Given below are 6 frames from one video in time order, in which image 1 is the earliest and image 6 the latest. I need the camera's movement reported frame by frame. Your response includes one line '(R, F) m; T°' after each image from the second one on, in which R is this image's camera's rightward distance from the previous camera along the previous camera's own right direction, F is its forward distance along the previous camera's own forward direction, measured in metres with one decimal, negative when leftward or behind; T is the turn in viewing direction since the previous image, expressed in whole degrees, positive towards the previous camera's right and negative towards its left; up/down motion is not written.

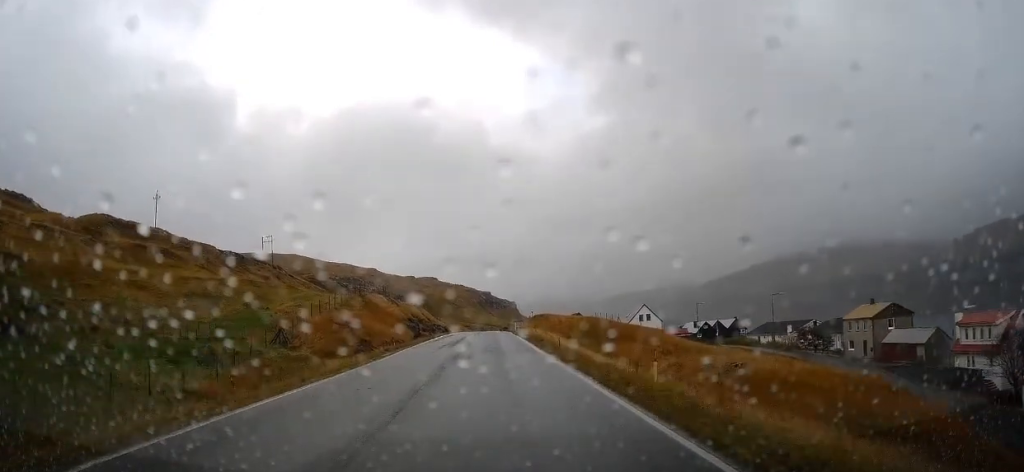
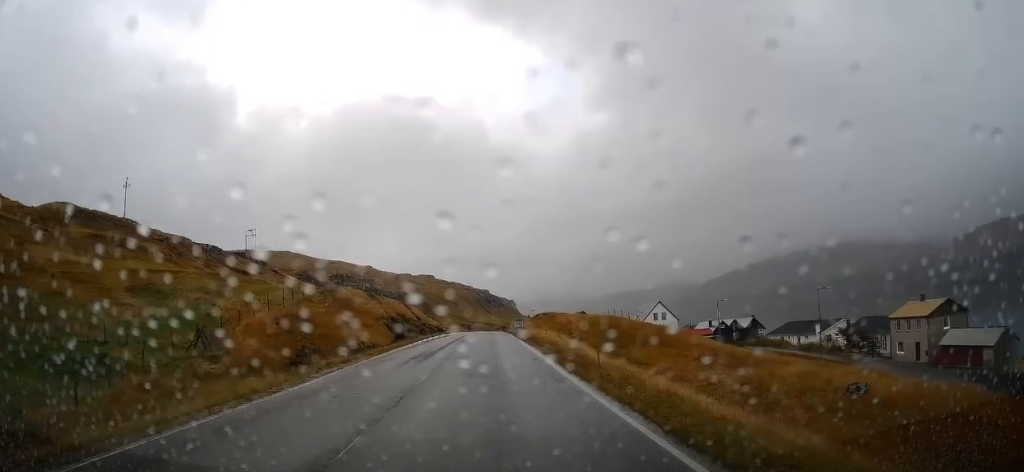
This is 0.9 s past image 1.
(+0.2, +11.9) m; 0°
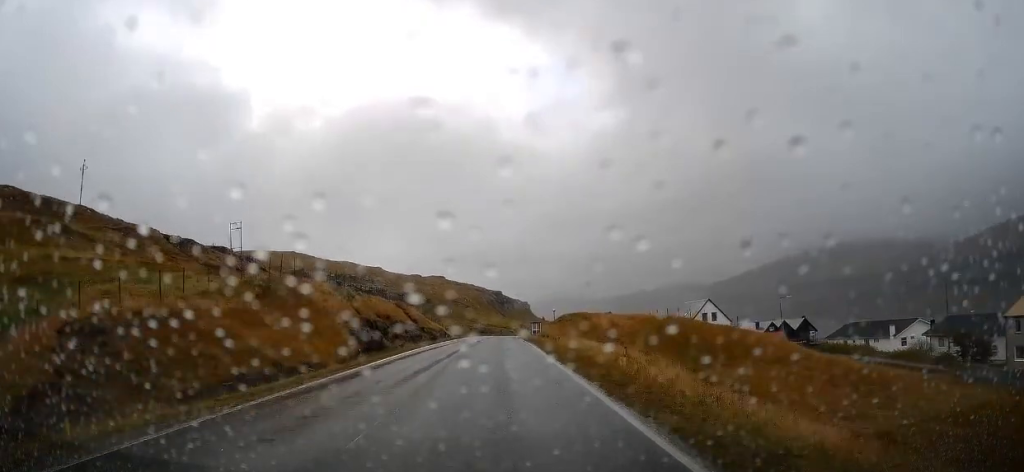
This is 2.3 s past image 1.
(-0.3, +18.2) m; 0°
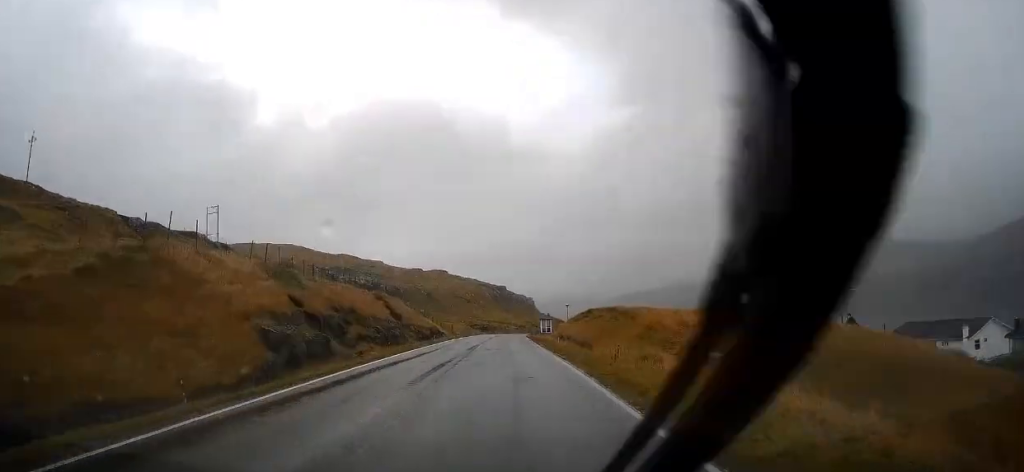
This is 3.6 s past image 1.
(+0.2, +15.4) m; +1°
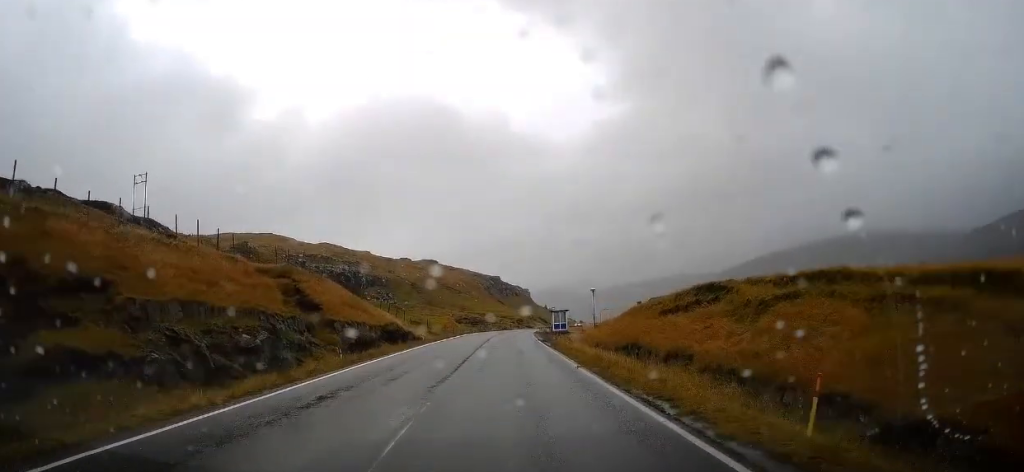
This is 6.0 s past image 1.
(-0.5, +28.2) m; -3°
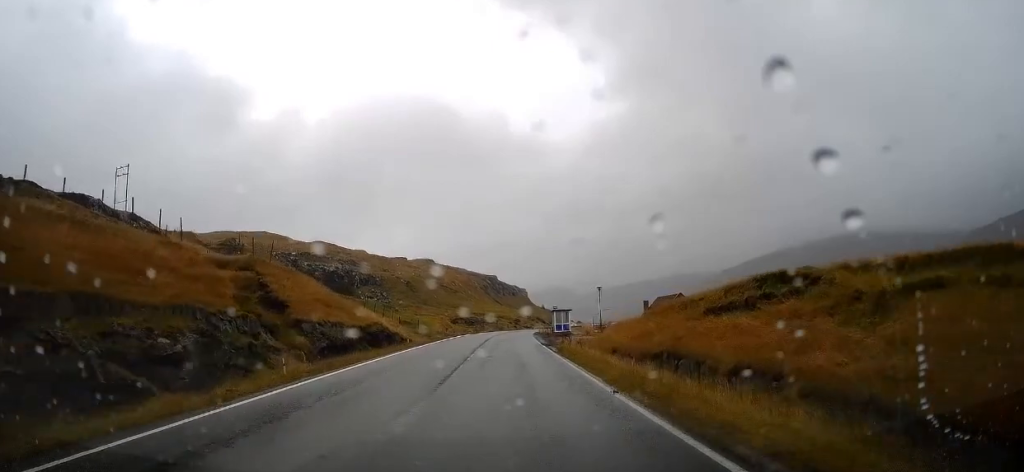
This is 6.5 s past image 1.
(0.0, +5.3) m; +1°
